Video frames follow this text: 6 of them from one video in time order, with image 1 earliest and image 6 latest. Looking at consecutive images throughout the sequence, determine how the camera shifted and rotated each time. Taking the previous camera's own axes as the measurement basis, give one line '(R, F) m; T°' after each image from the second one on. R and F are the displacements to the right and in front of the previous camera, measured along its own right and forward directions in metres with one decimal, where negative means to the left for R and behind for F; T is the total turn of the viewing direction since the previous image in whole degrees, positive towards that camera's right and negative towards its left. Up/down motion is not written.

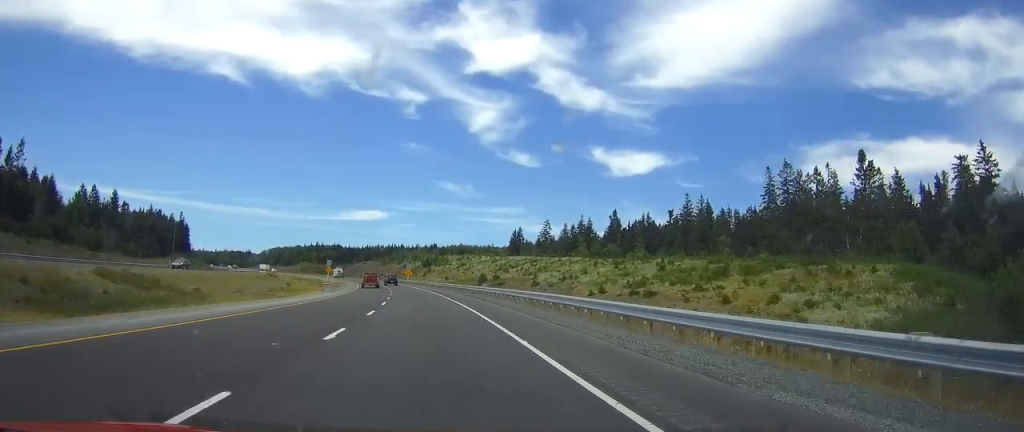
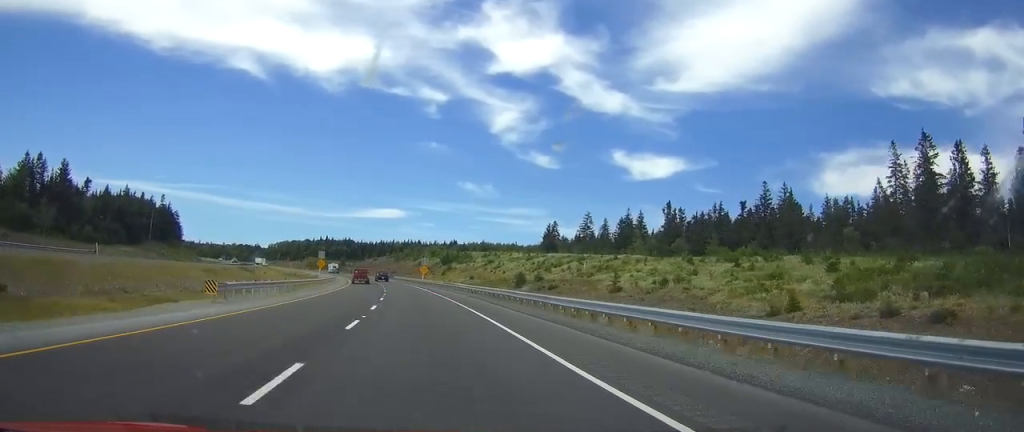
(0.0, +34.0) m; 0°
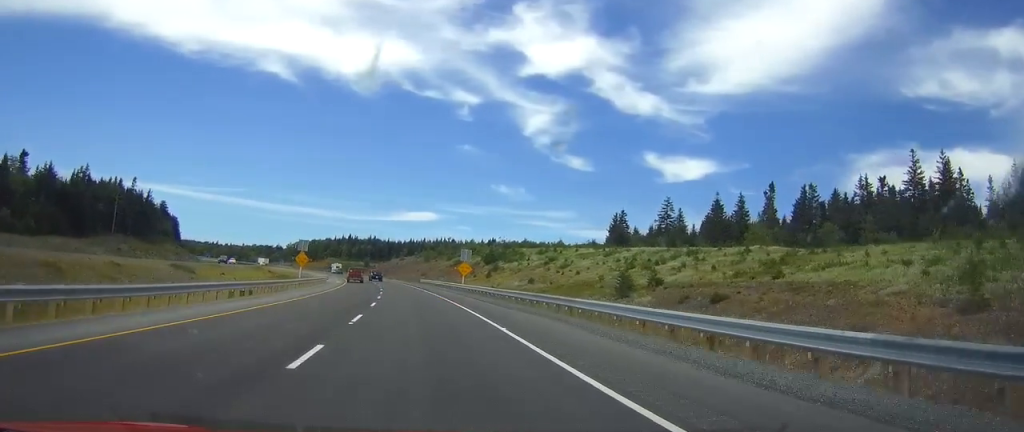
(0.0, +43.2) m; 0°
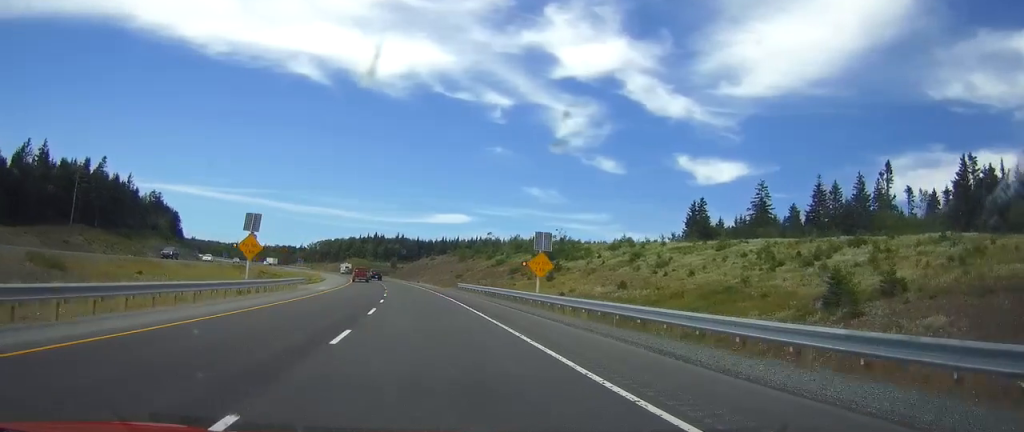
(-0.2, +33.3) m; -4°
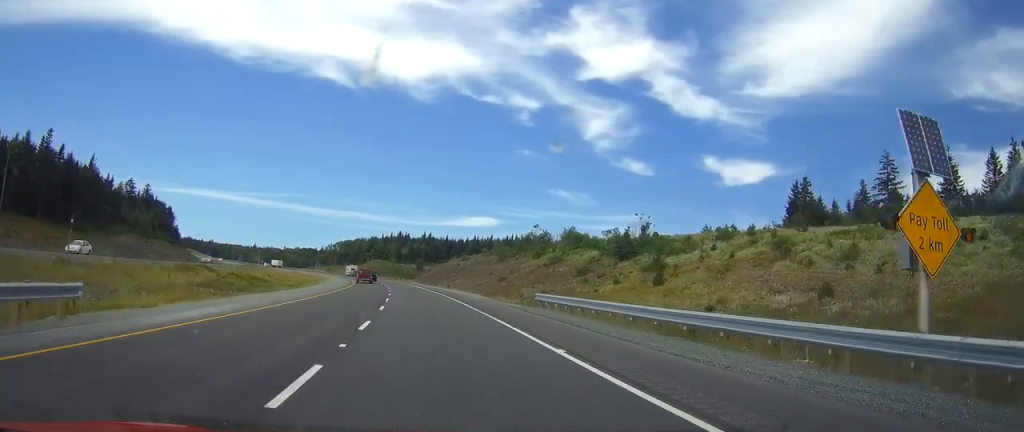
(-2.3, +32.9) m; -5°
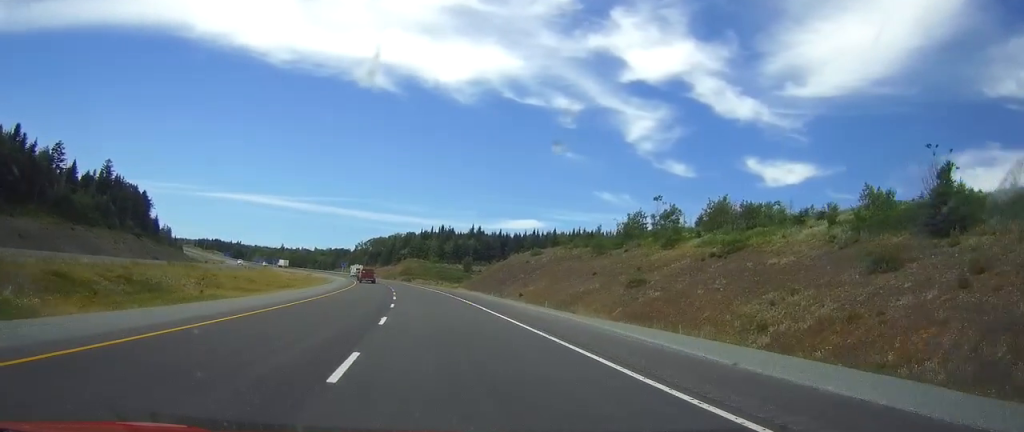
(-1.8, +52.9) m; -4°
